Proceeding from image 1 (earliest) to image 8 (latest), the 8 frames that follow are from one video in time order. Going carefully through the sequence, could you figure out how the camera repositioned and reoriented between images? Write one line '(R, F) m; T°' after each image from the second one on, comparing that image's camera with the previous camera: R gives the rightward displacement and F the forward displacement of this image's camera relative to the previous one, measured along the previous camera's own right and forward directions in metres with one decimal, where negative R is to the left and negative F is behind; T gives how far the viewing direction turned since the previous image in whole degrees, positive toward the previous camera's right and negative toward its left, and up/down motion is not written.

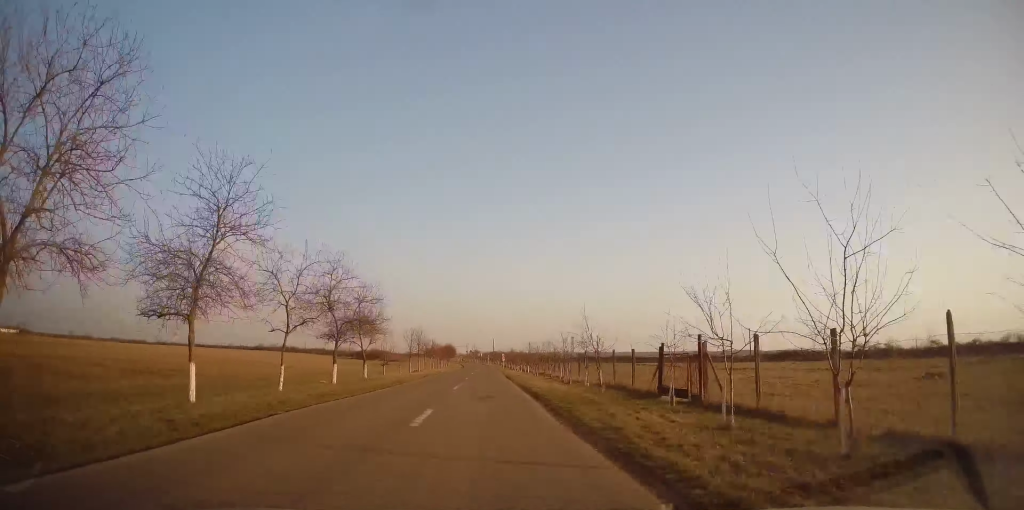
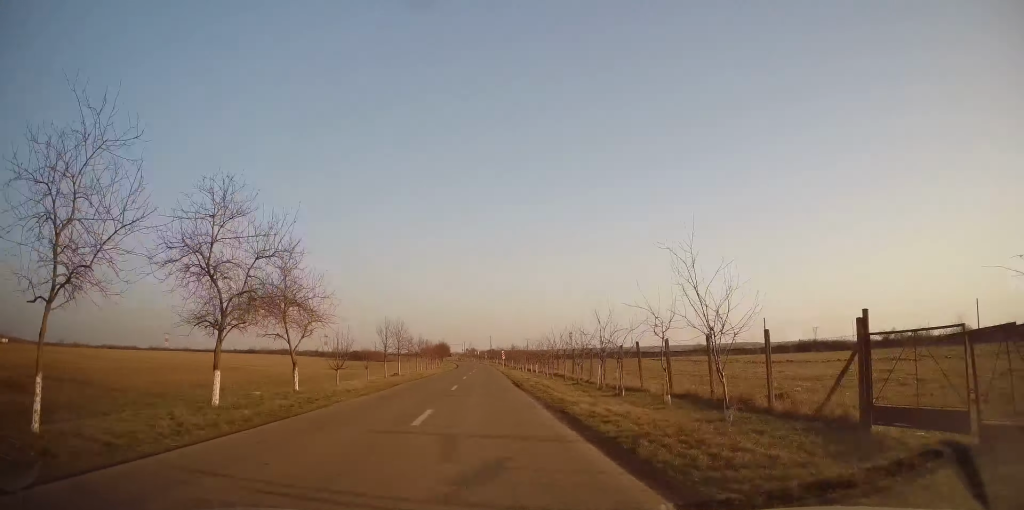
(+0.1, +11.2) m; +1°
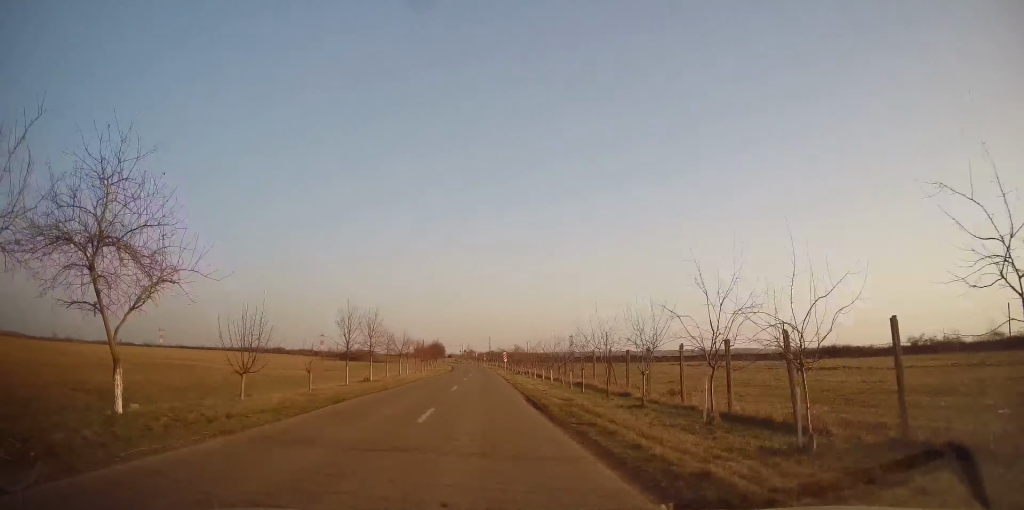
(+0.2, +10.5) m; +1°
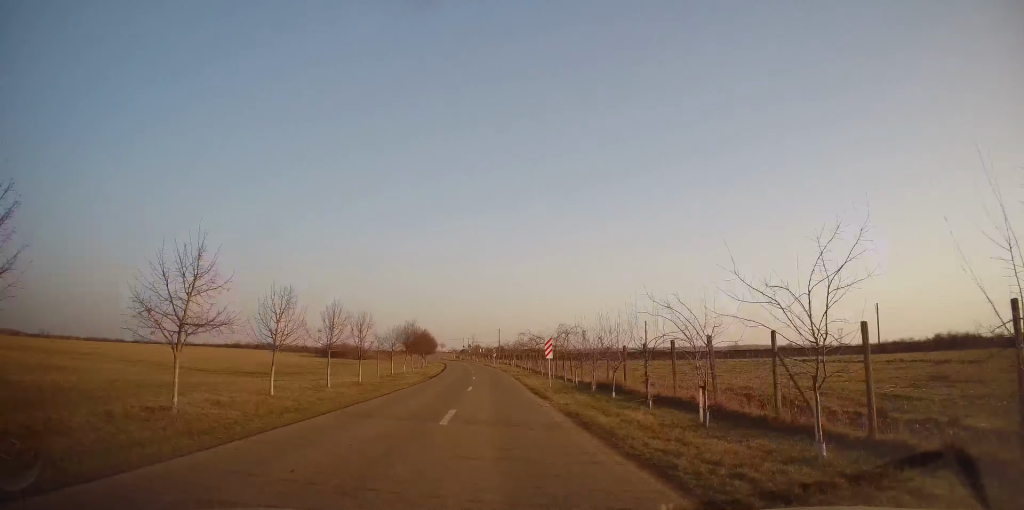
(-0.2, +35.5) m; -2°
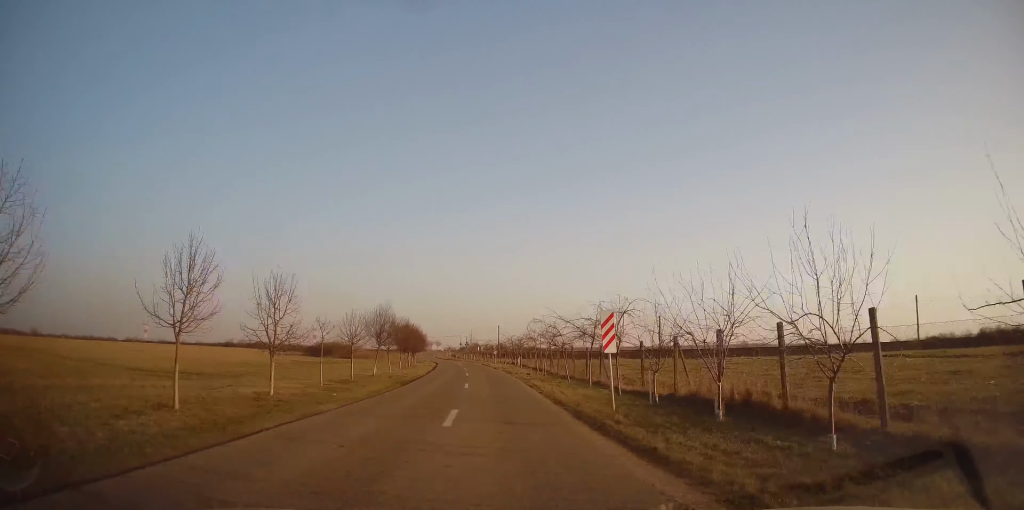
(-0.3, +12.5) m; 0°
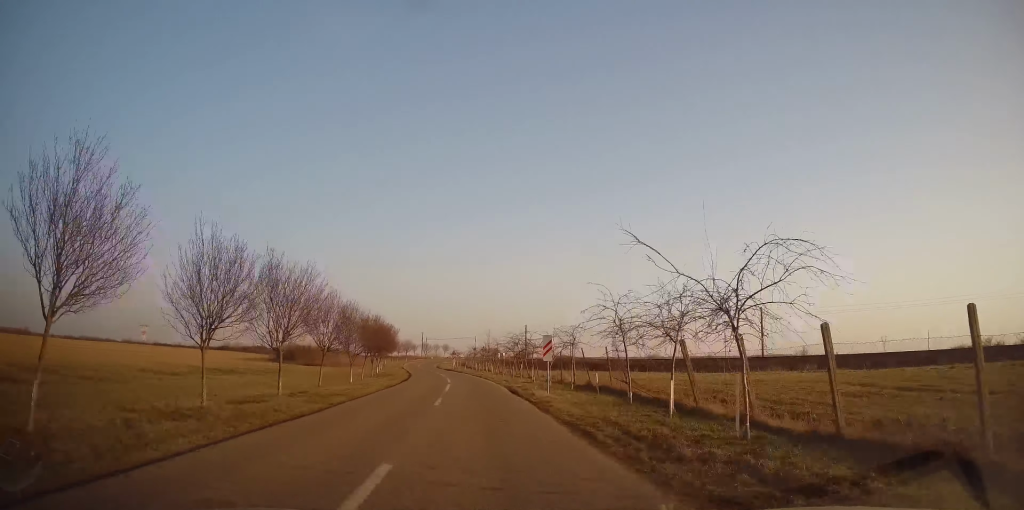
(+0.6, +41.8) m; 0°
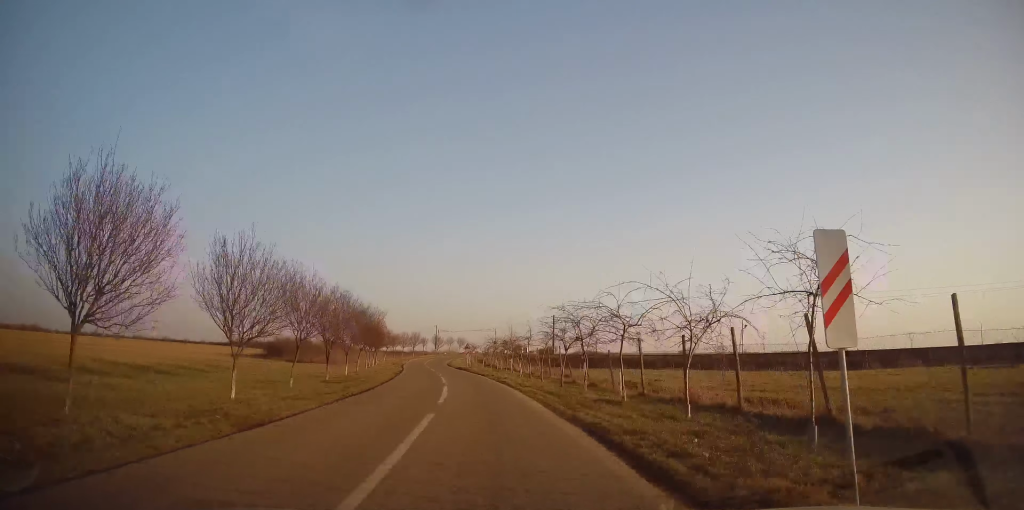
(+0.4, +17.5) m; -2°
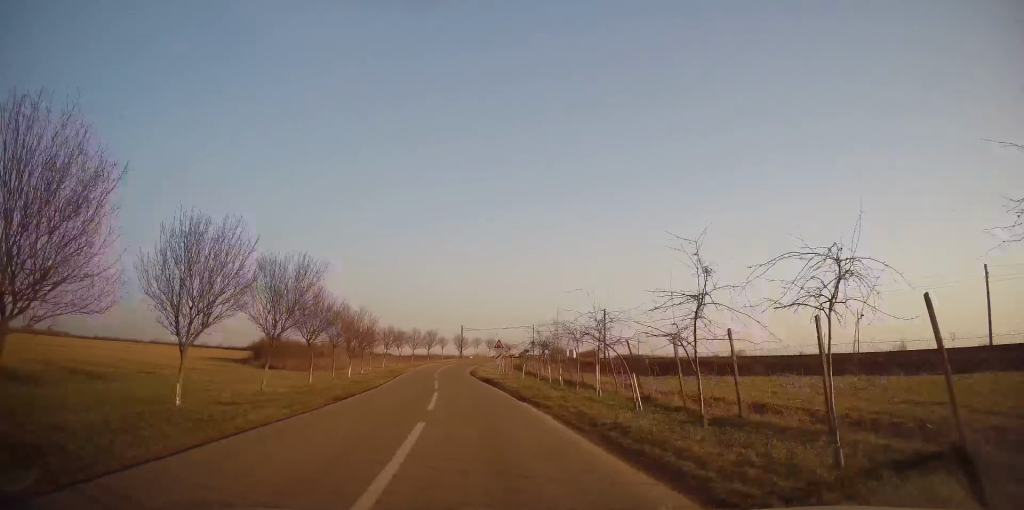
(-1.1, +22.0) m; -3°
